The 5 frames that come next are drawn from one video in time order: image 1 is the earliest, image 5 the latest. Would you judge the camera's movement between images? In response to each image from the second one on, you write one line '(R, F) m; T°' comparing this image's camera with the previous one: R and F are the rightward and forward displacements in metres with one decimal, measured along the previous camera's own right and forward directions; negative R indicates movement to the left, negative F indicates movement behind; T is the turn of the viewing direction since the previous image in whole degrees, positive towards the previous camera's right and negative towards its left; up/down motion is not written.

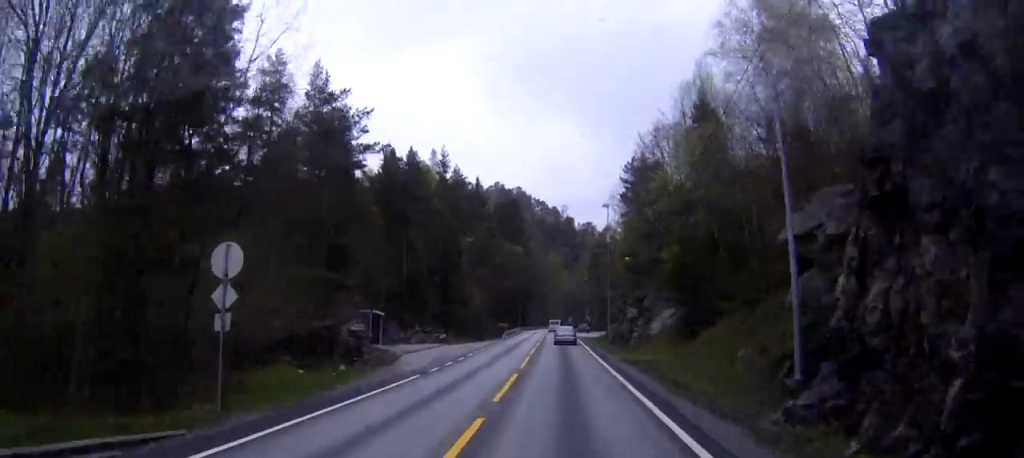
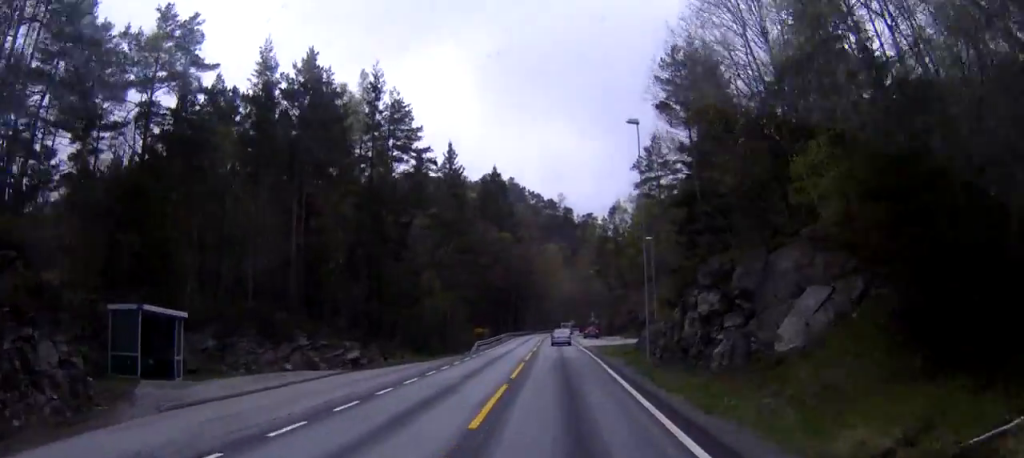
(0.0, +28.9) m; -1°
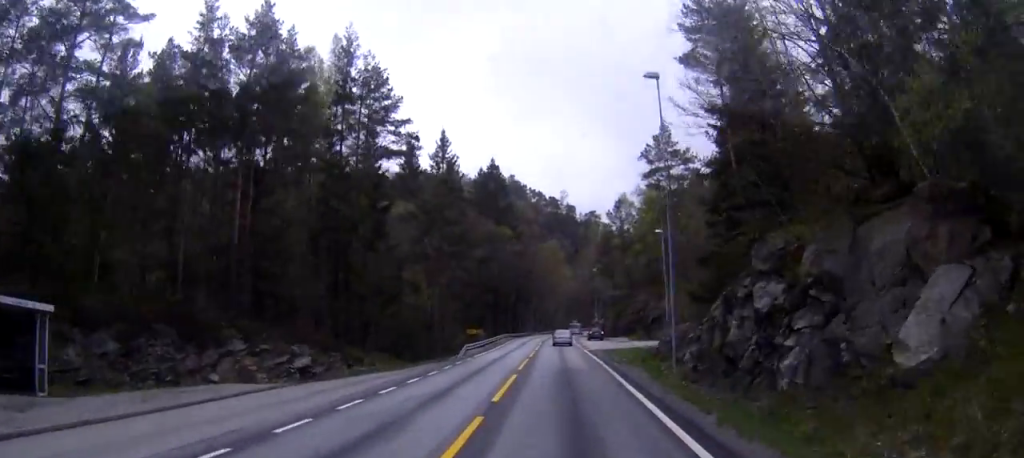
(+0.1, +7.9) m; -1°
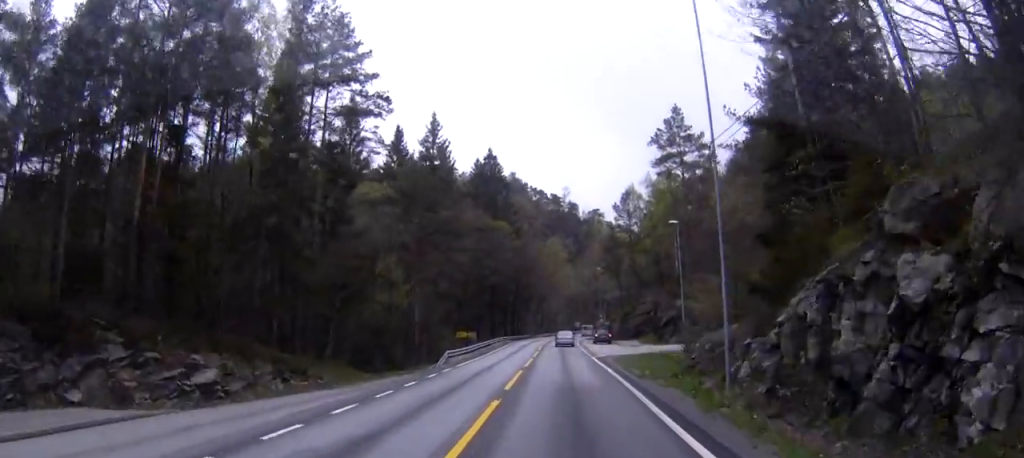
(-0.2, +8.7) m; -2°
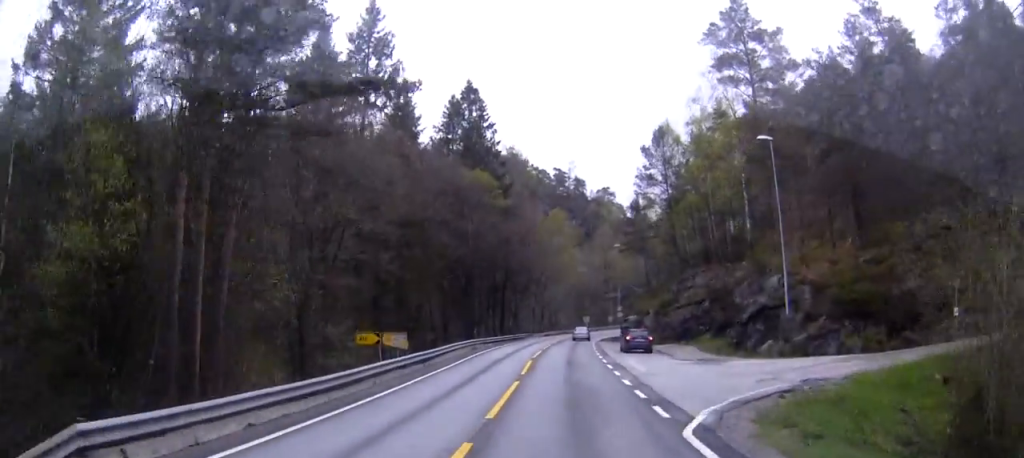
(-1.3, +31.0) m; -3°
